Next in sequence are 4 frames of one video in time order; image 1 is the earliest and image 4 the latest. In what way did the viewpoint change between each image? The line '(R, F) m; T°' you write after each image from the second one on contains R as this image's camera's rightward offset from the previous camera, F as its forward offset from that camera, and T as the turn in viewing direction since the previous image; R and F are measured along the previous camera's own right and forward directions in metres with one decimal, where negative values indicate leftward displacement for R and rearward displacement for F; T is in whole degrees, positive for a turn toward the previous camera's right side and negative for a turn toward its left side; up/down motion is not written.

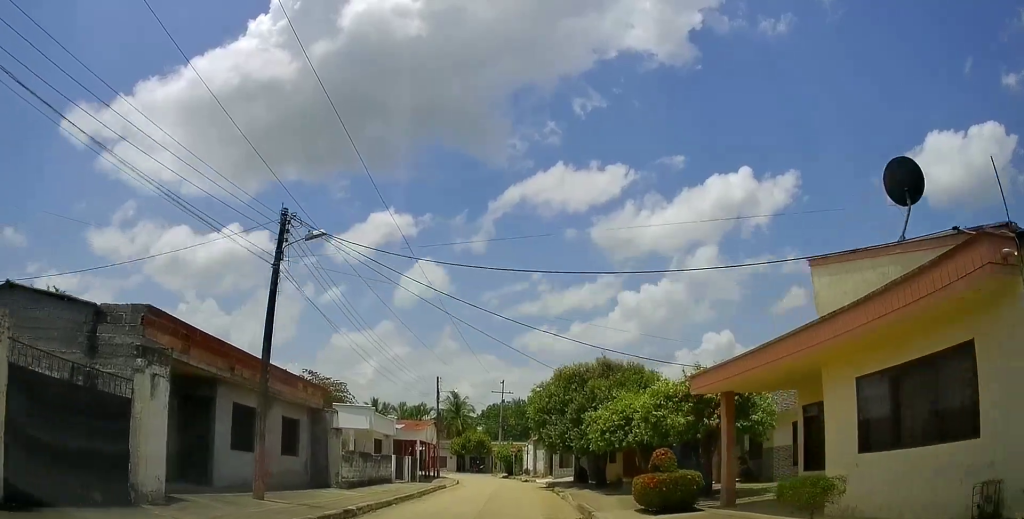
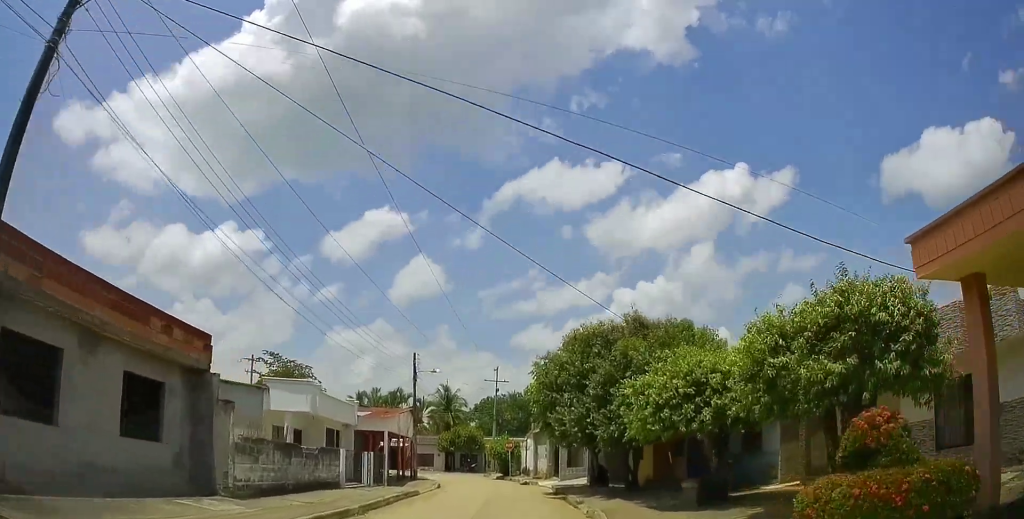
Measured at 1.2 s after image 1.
(-0.4, +7.7) m; +3°
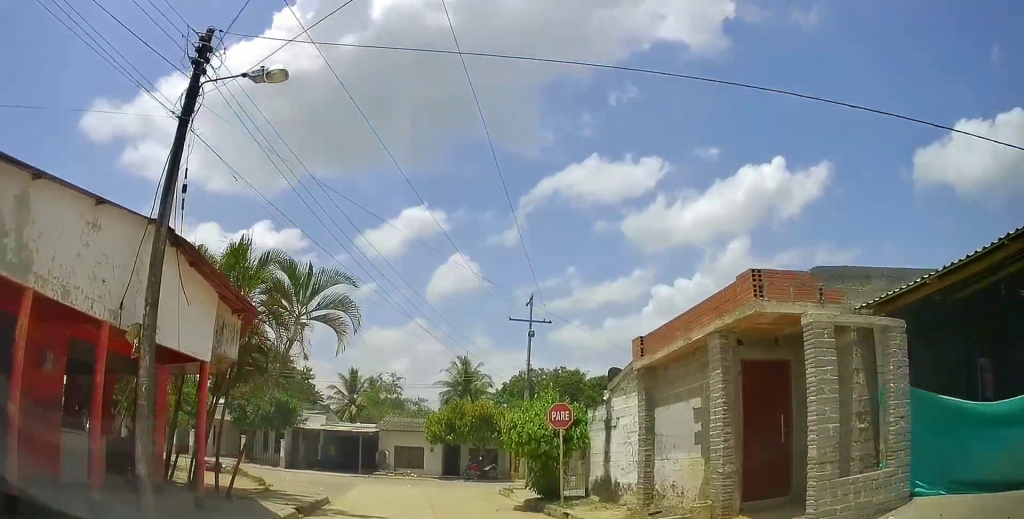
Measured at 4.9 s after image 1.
(-0.1, +25.8) m; -3°
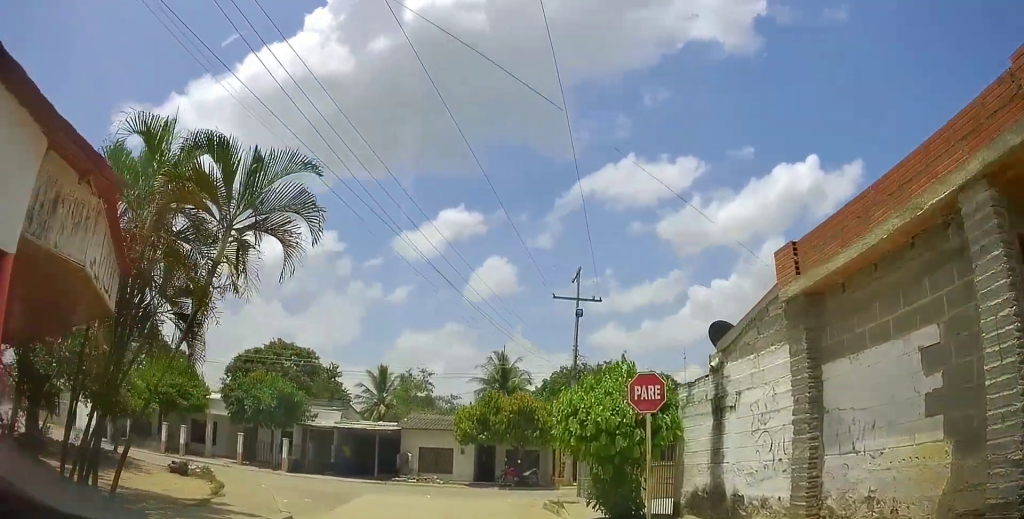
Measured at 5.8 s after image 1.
(+0.2, +5.8) m; +1°
